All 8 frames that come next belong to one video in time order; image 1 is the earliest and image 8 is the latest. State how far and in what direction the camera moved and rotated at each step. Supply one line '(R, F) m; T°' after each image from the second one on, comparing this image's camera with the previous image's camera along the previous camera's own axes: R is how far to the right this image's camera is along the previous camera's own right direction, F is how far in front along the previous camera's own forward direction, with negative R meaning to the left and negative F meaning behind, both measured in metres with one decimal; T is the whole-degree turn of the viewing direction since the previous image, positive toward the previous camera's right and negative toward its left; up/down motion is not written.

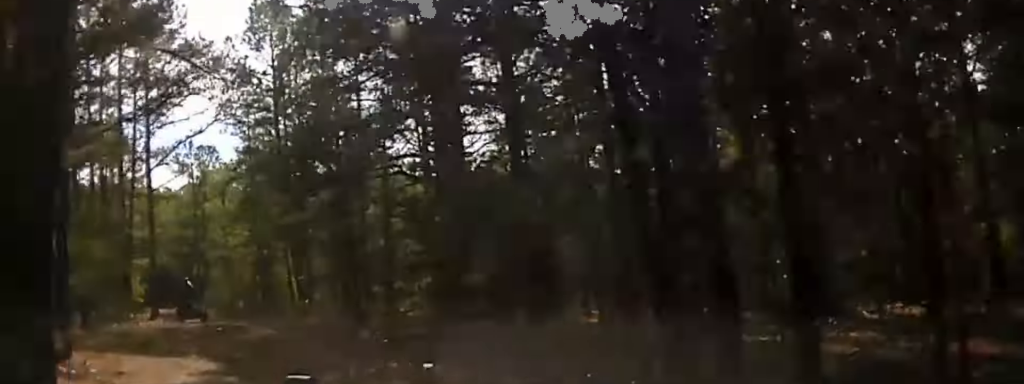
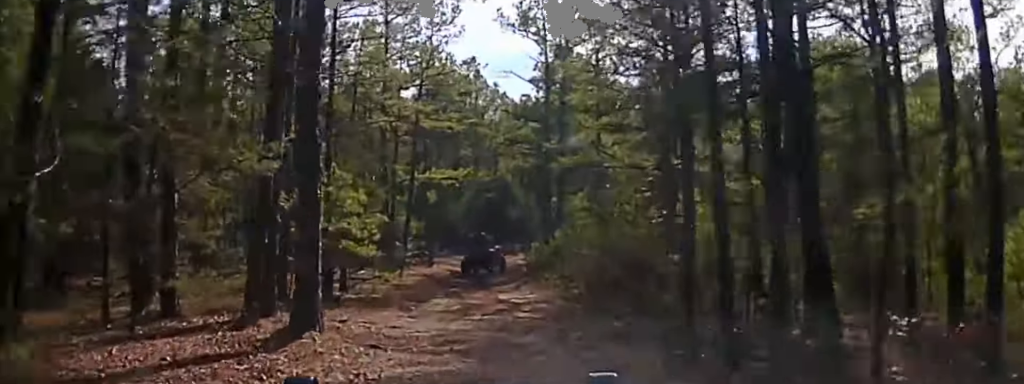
(-7.2, +21.1) m; -19°
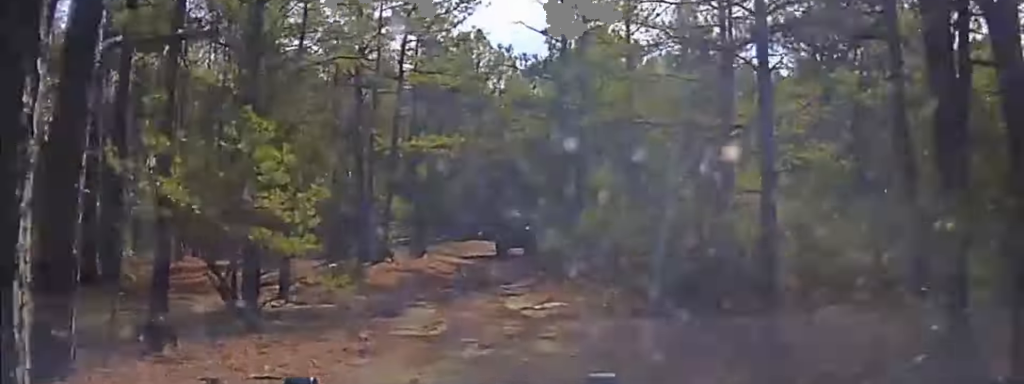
(0.0, +5.3) m; -2°
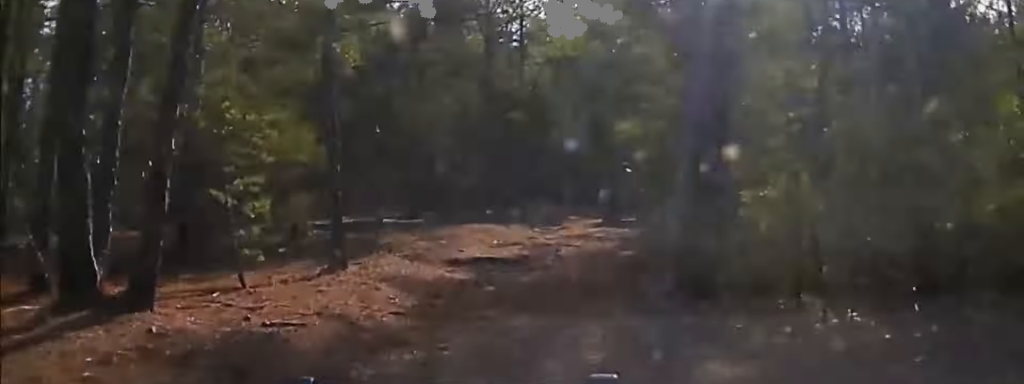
(-0.9, +16.0) m; -4°
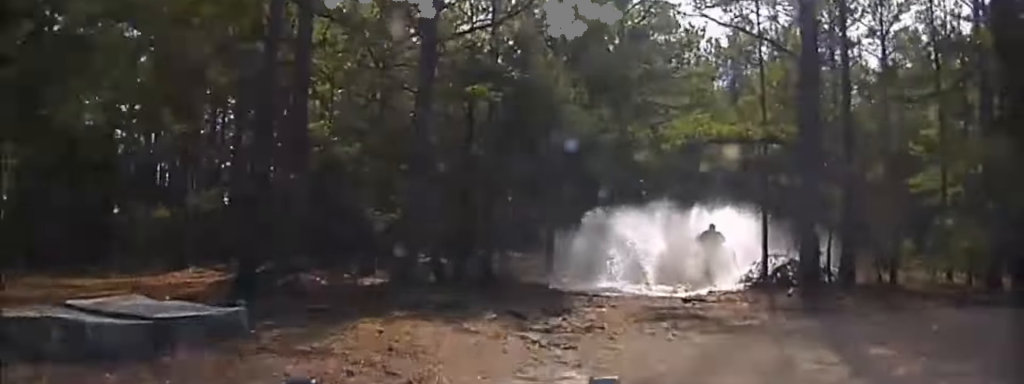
(+0.2, +15.2) m; +2°
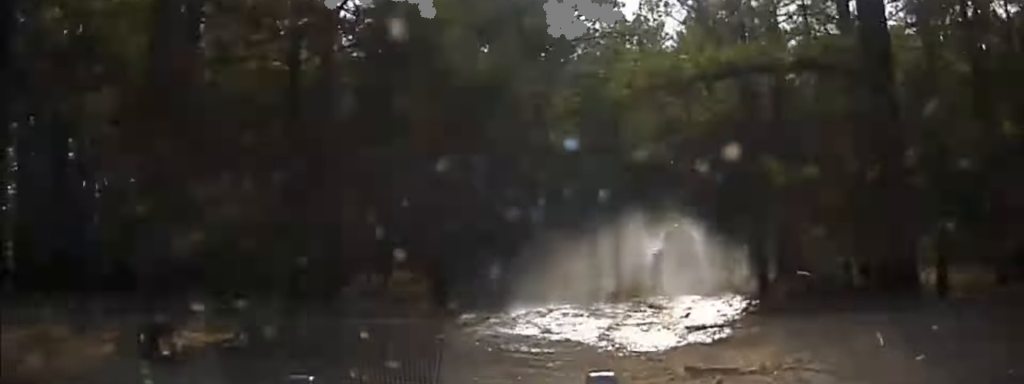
(+0.1, +6.2) m; +3°
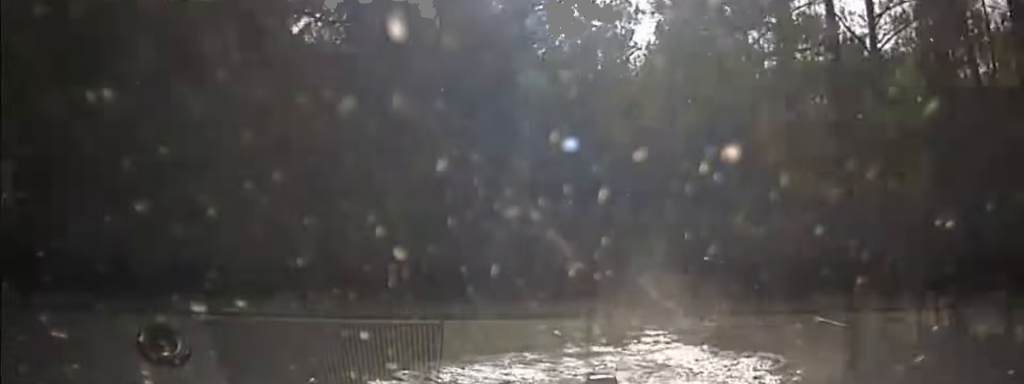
(0.0, +5.0) m; +4°
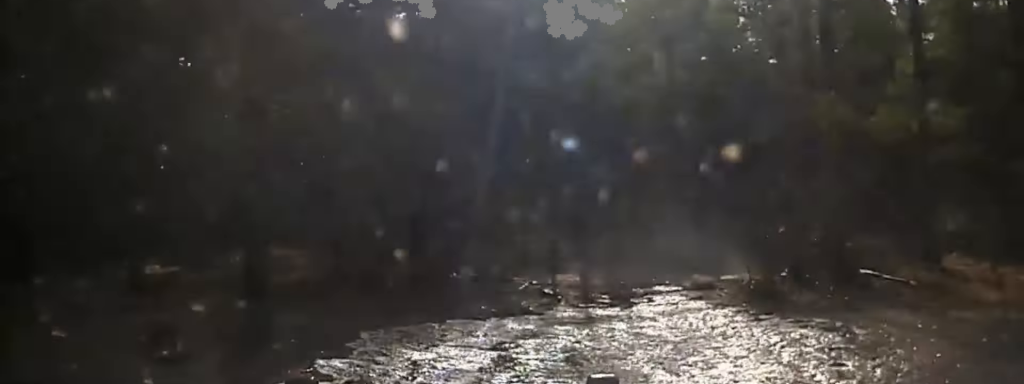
(+0.1, +3.5) m; +6°
